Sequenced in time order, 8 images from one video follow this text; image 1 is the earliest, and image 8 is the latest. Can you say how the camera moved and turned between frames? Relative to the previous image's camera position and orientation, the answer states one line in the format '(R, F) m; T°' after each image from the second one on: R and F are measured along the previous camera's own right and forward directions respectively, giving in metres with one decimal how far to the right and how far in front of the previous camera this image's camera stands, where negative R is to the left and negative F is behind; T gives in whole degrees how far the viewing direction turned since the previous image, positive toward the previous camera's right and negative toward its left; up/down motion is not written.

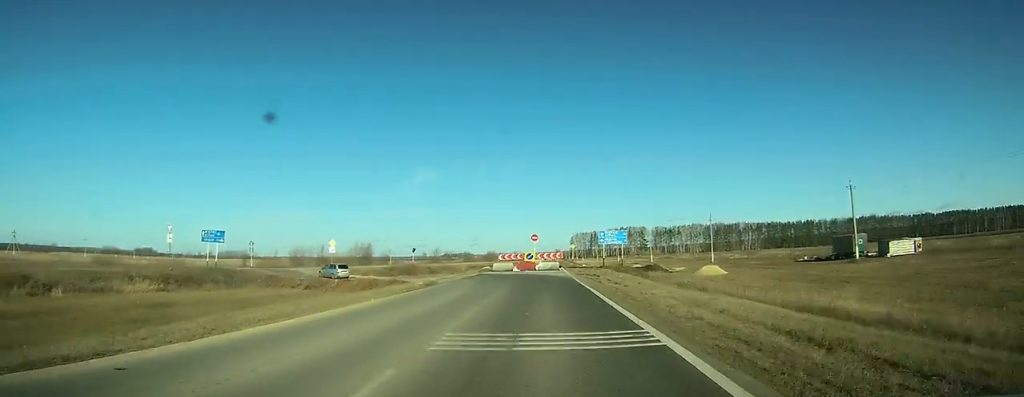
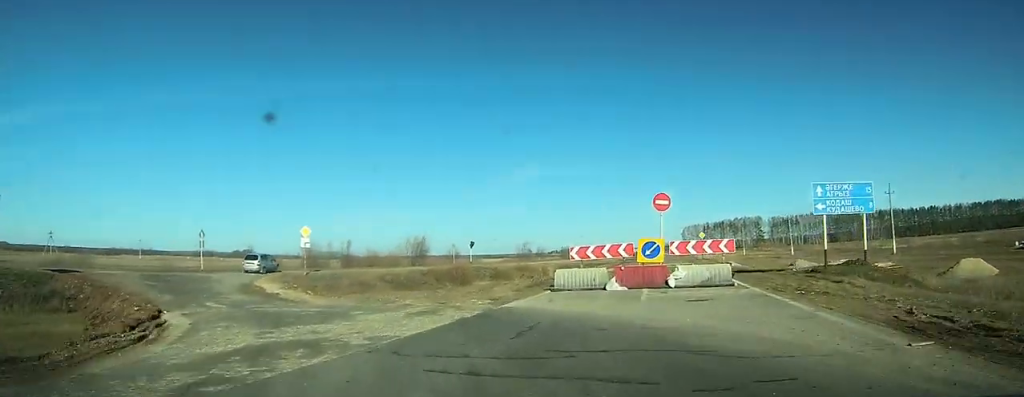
(-0.3, +35.4) m; -7°
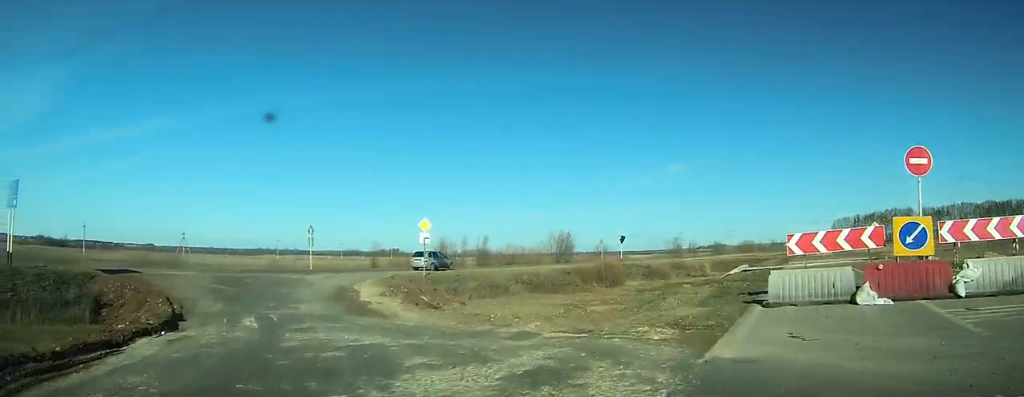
(-1.2, +9.1) m; -10°
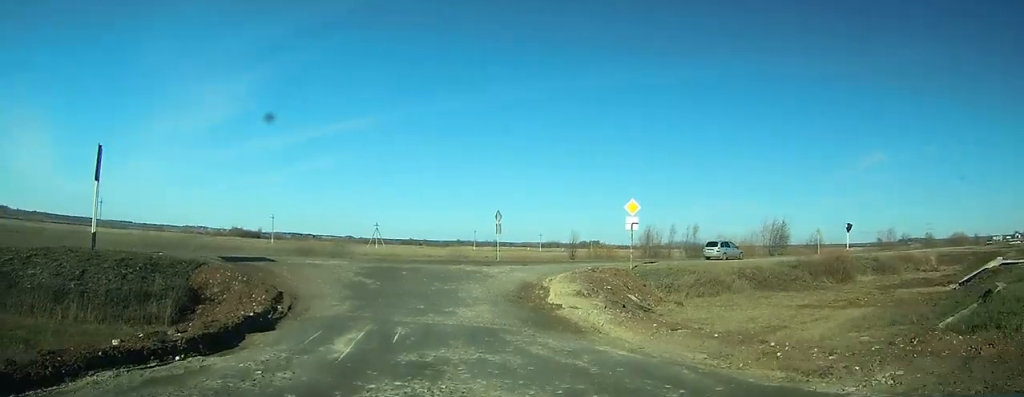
(-0.5, +9.2) m; -12°
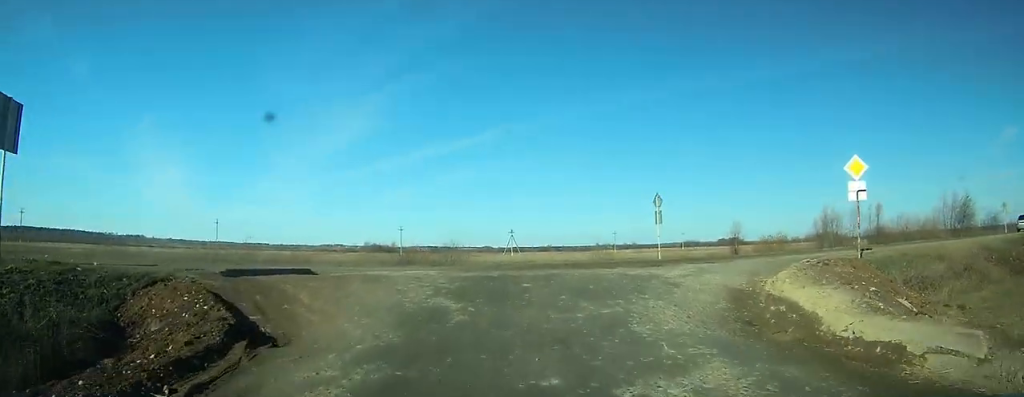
(-2.6, +11.1) m; -18°
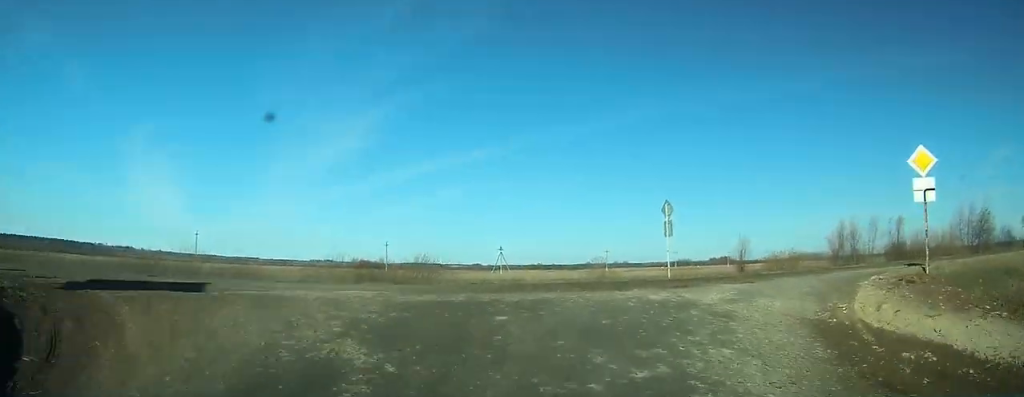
(-0.6, +4.2) m; -1°
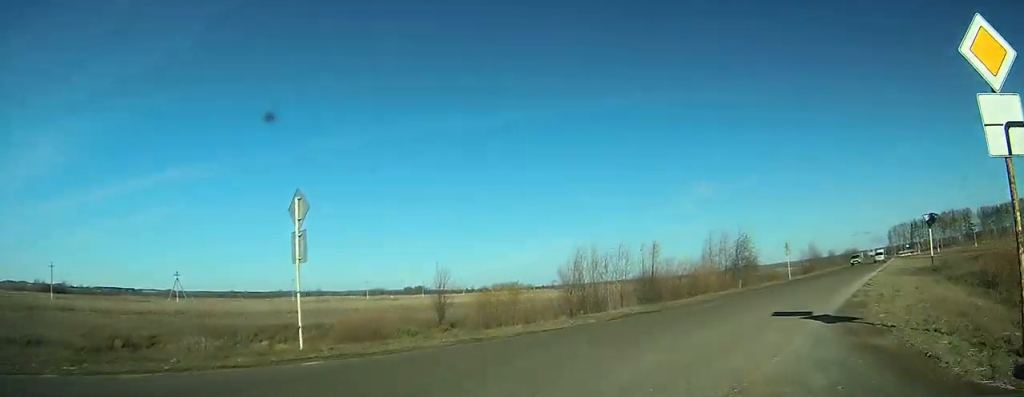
(+0.5, +12.9) m; +20°
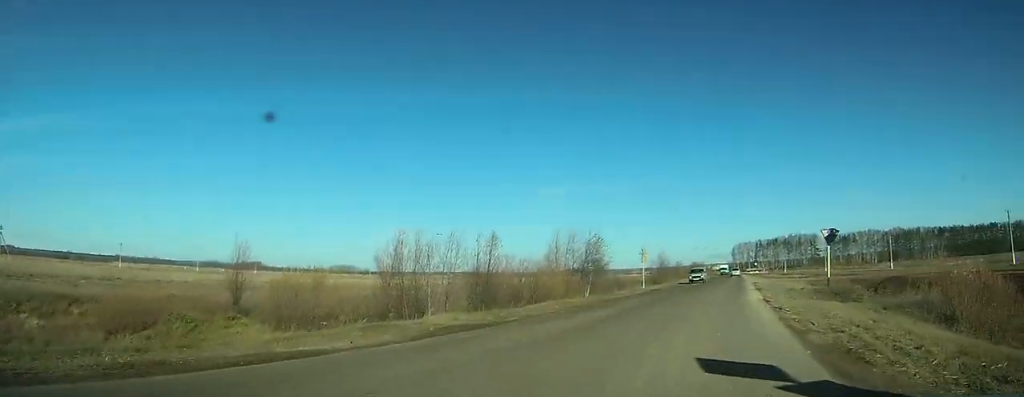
(+1.6, +7.5) m; +17°
